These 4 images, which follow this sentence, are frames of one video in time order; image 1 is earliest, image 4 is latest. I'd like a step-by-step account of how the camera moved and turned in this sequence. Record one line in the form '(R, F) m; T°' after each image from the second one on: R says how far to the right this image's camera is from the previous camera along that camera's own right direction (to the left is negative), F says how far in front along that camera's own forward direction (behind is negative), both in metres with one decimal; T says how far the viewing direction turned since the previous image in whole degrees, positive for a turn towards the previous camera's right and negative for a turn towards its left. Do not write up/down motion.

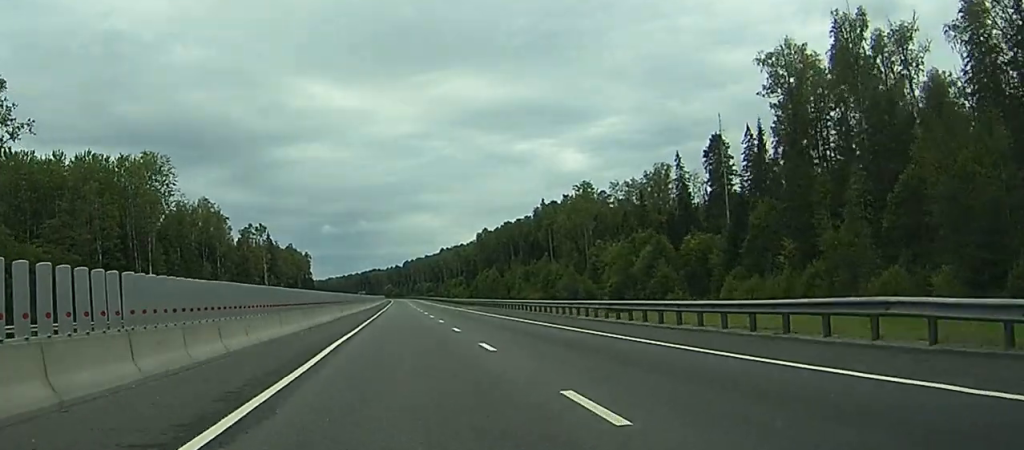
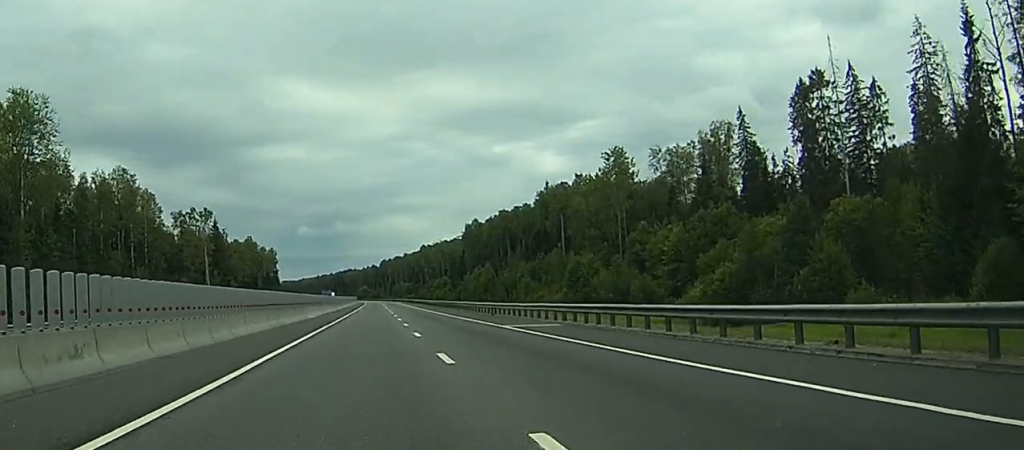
(-0.4, +49.7) m; 0°
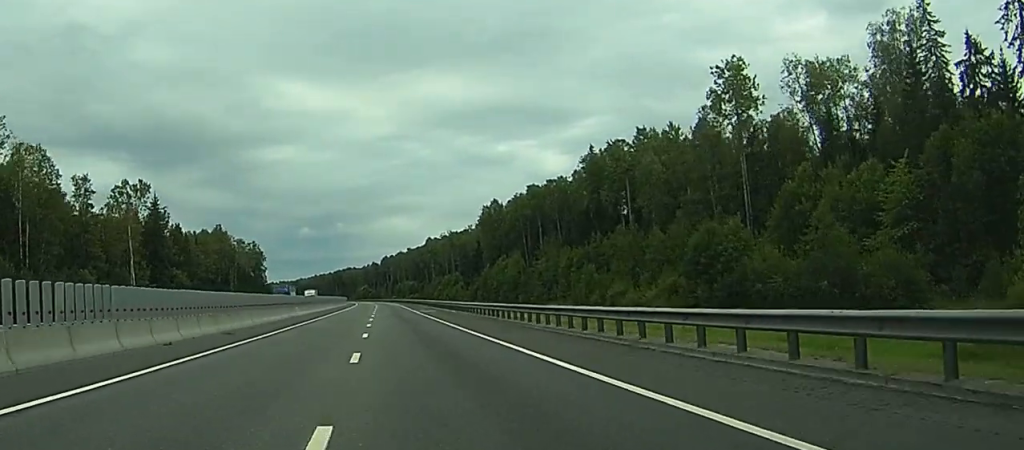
(+0.7, +61.3) m; +1°
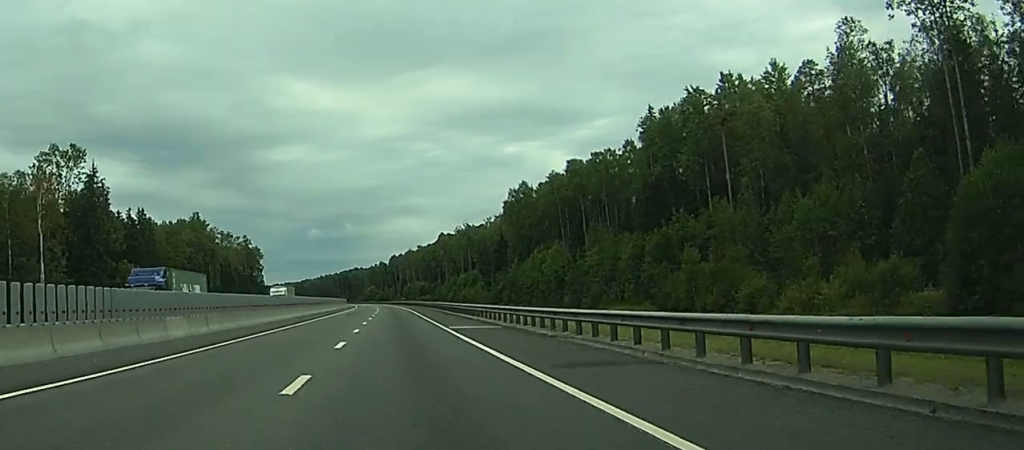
(-0.1, +42.1) m; -1°
